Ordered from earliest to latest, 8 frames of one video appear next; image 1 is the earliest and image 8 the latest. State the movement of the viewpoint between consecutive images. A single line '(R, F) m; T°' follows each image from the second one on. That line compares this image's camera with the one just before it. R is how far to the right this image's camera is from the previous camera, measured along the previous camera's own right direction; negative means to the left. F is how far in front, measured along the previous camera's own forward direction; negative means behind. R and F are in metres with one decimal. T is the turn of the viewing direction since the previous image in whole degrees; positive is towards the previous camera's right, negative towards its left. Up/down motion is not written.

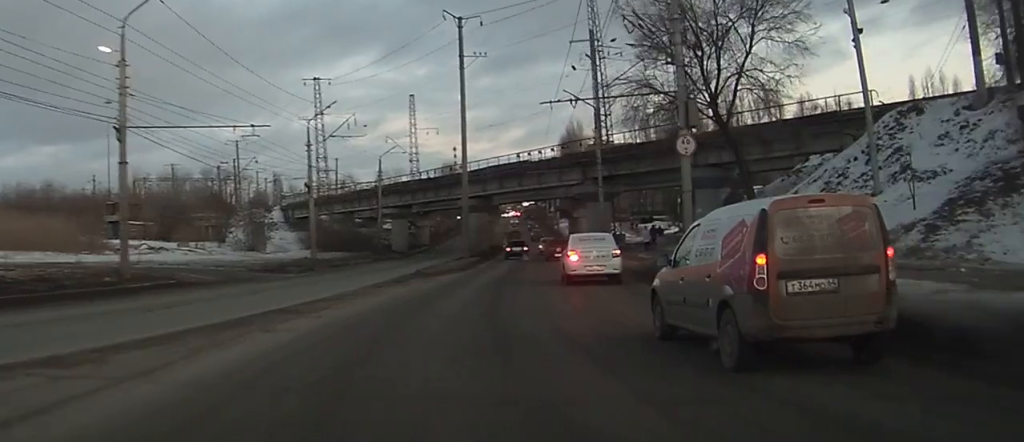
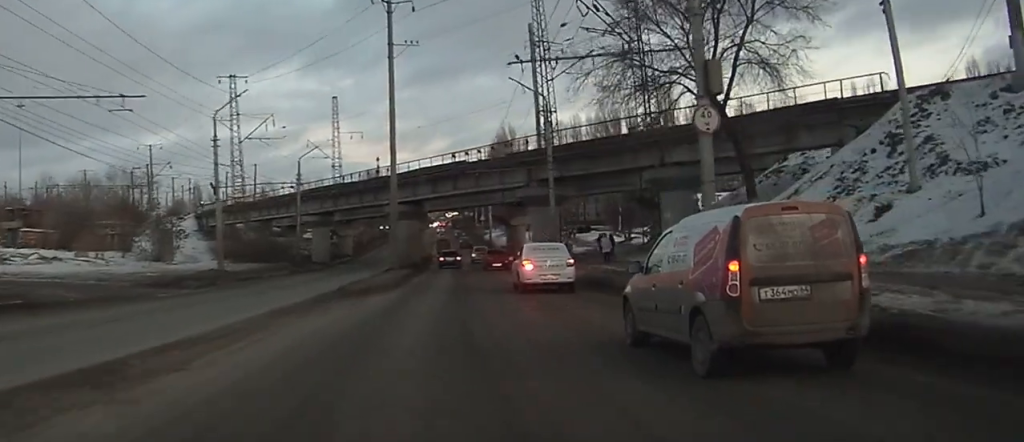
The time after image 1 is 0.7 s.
(+0.3, +7.8) m; +4°
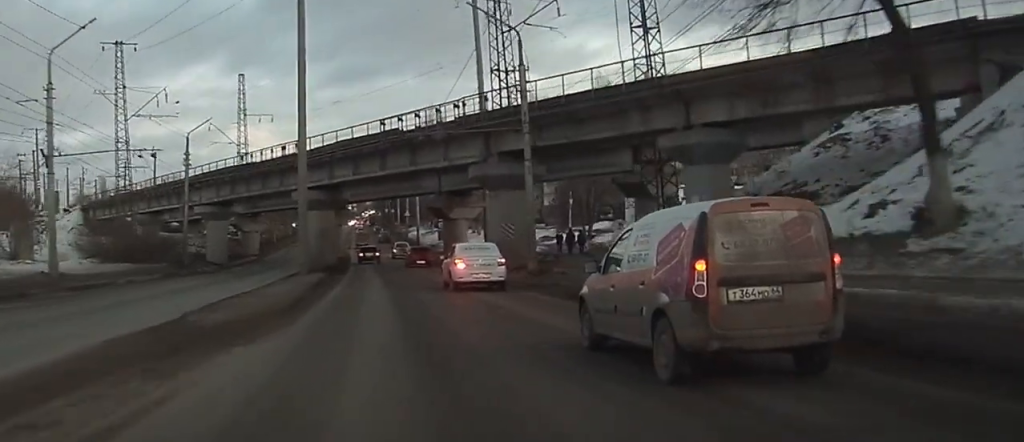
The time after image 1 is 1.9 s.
(+0.8, +14.9) m; +7°
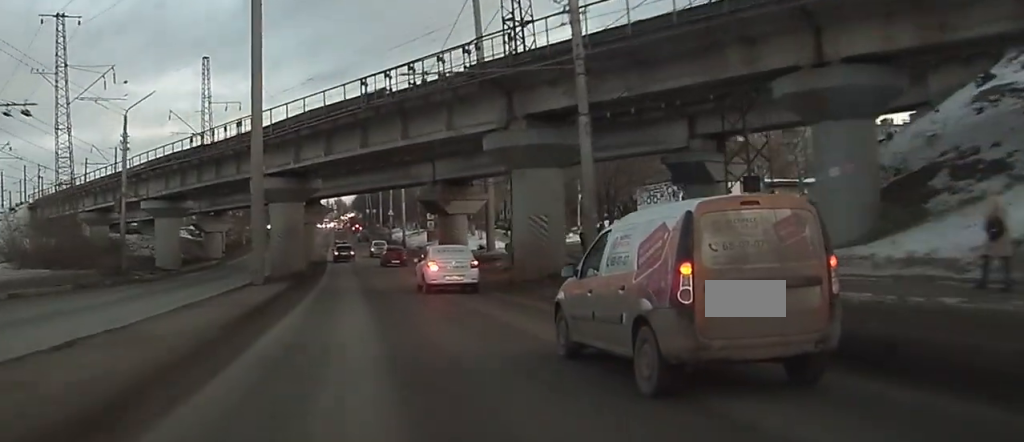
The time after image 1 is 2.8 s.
(+0.6, +11.5) m; +4°
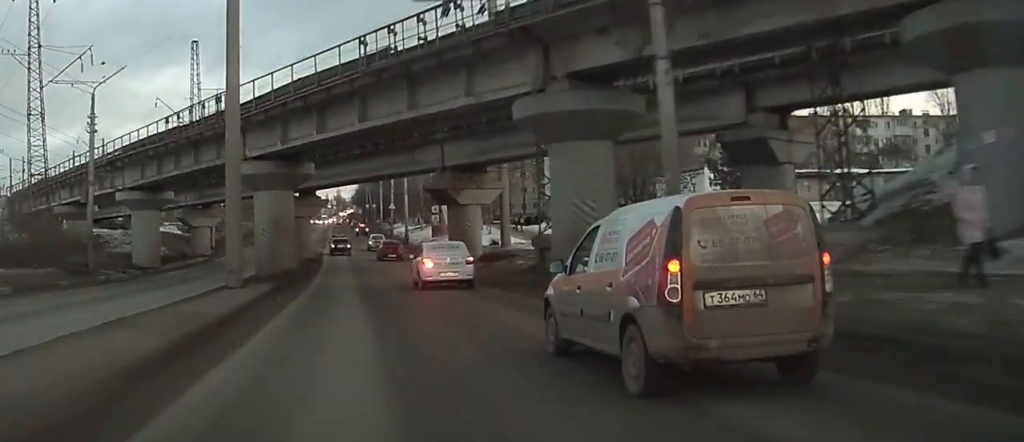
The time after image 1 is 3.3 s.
(+0.1, +6.2) m; +1°
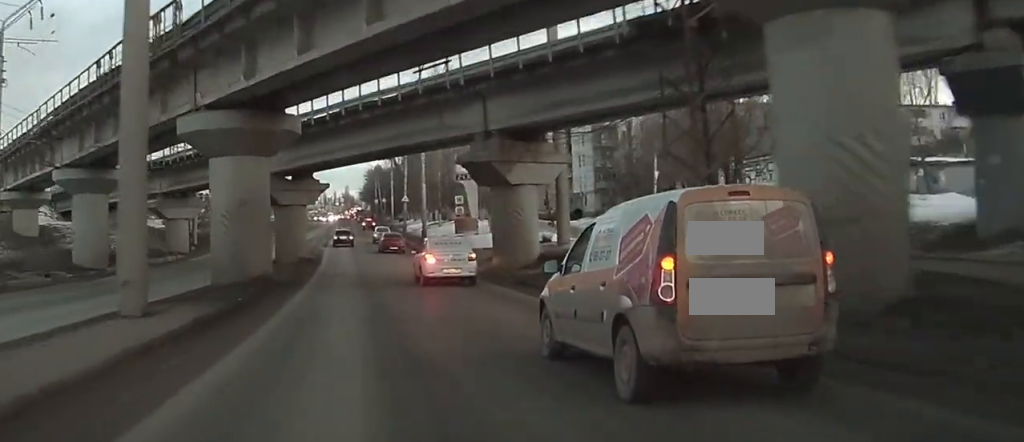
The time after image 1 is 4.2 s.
(+0.1, +13.2) m; +1°
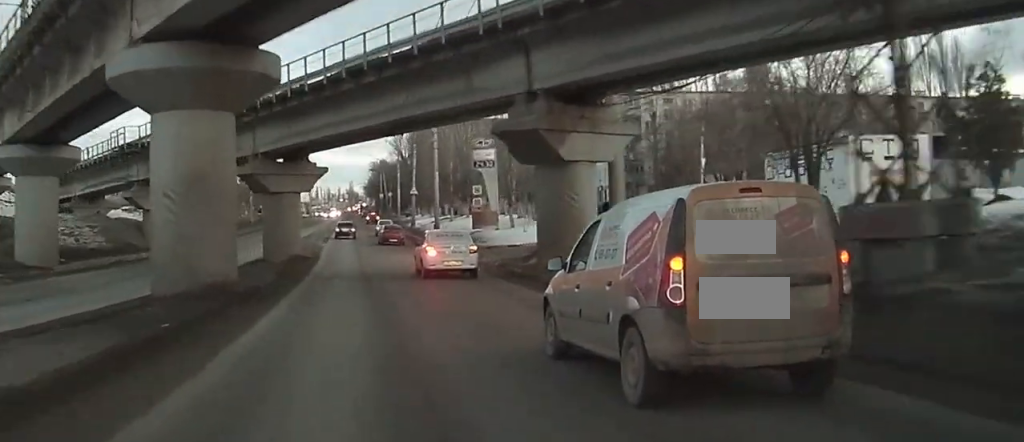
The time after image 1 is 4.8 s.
(0.0, +7.9) m; 0°
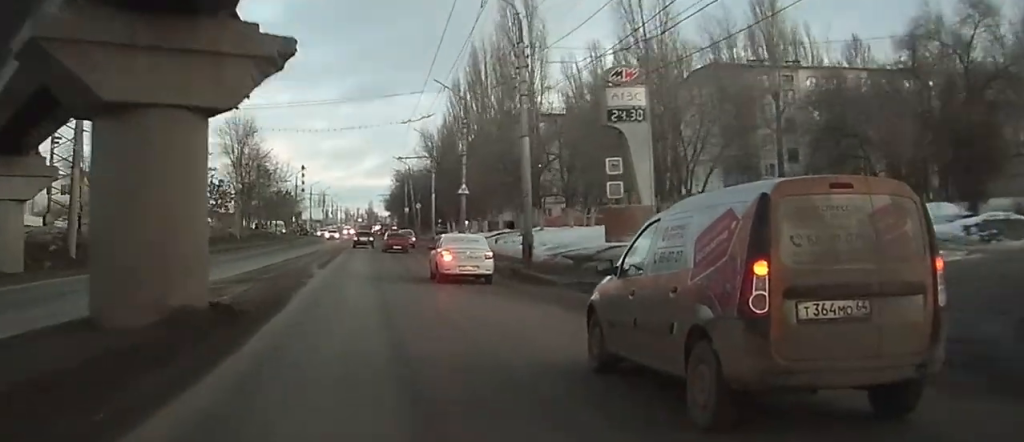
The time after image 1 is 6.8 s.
(+0.1, +28.6) m; 0°
